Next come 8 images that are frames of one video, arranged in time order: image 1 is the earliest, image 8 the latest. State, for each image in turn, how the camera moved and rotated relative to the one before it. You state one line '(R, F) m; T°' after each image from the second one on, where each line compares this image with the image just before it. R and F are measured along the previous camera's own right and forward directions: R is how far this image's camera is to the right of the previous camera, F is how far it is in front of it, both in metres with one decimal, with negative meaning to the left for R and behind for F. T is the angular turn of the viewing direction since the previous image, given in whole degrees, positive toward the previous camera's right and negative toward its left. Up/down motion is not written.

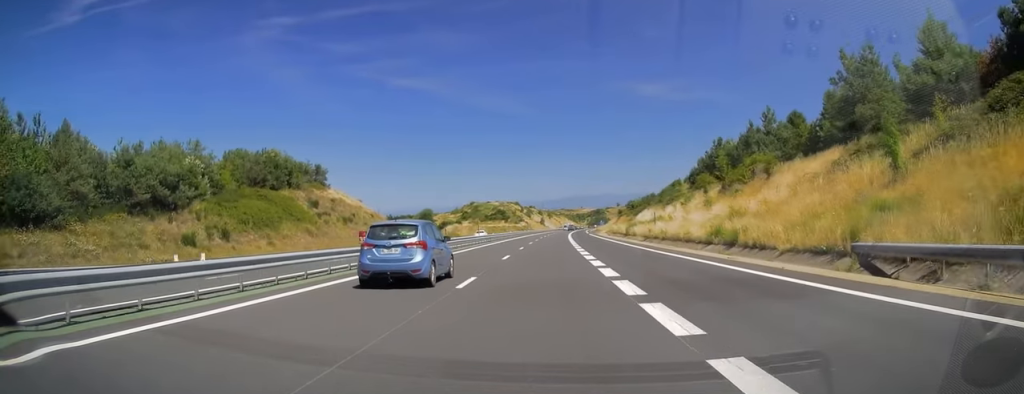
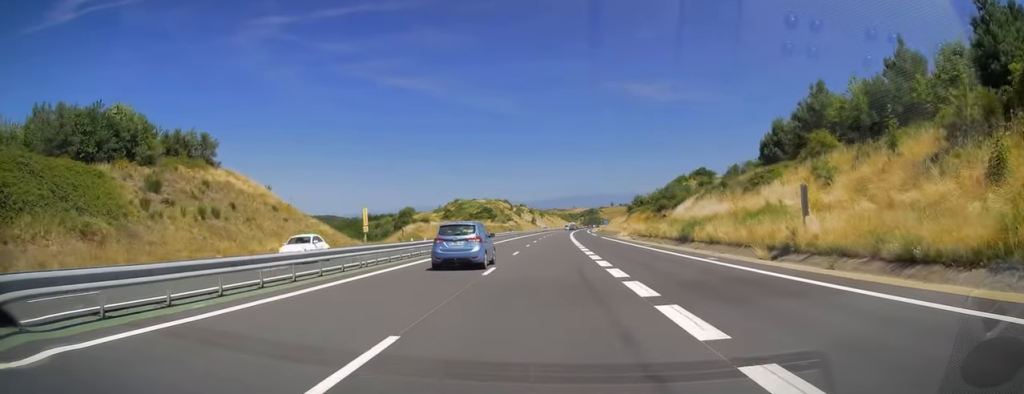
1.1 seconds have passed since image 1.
(+0.6, +35.2) m; +2°
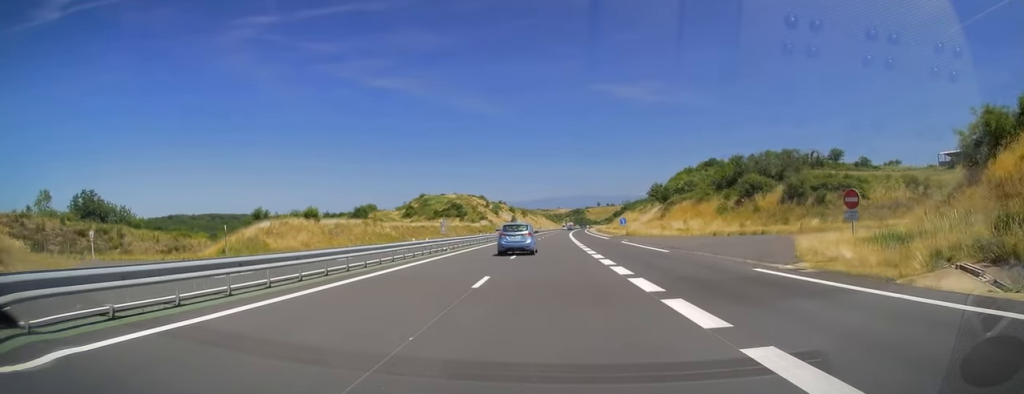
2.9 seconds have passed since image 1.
(+0.5, +56.2) m; +1°
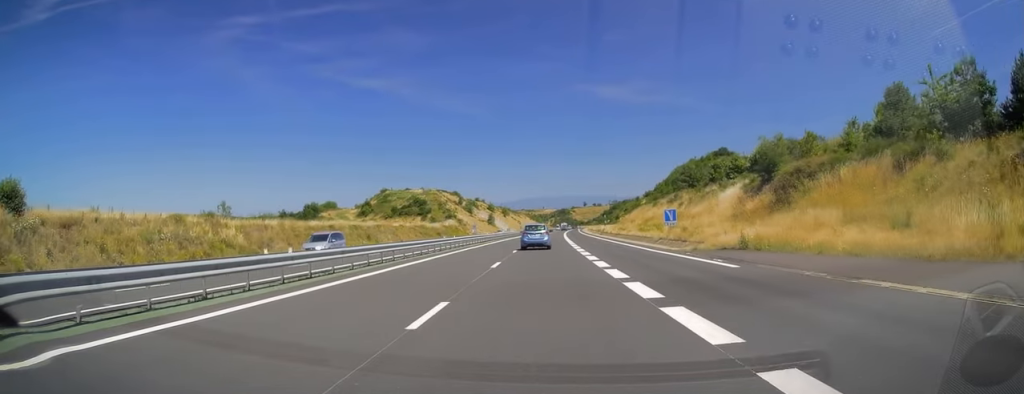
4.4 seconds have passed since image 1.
(+0.4, +44.8) m; +2°
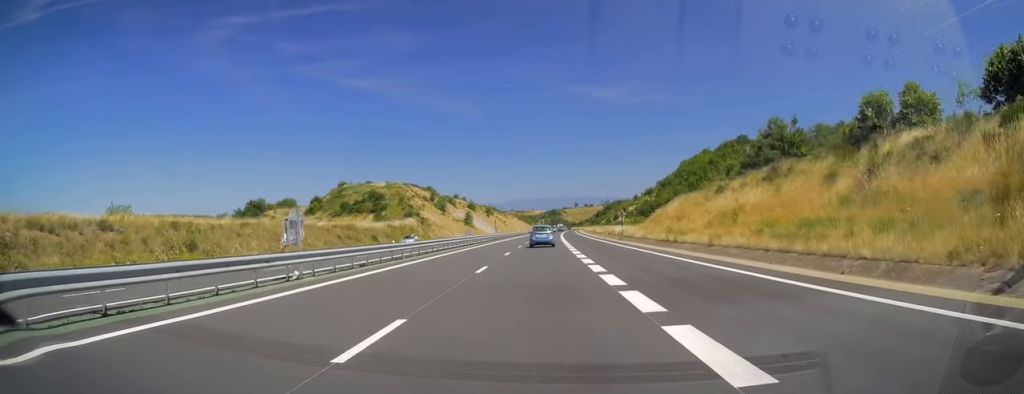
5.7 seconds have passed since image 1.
(+0.7, +41.0) m; +1°
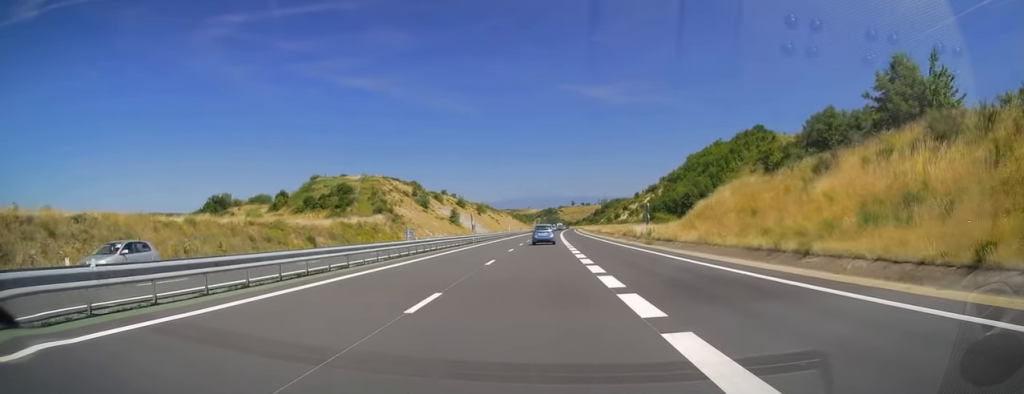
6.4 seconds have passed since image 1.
(0.0, +22.4) m; 0°
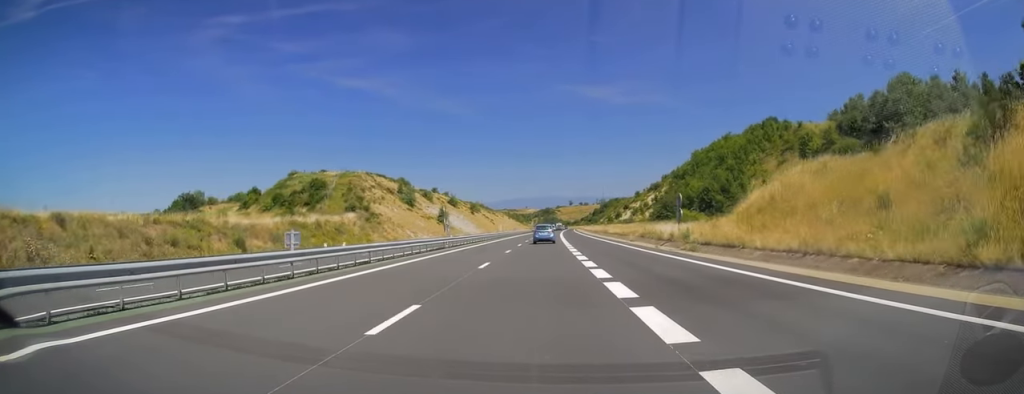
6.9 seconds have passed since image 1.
(0.0, +15.1) m; 0°
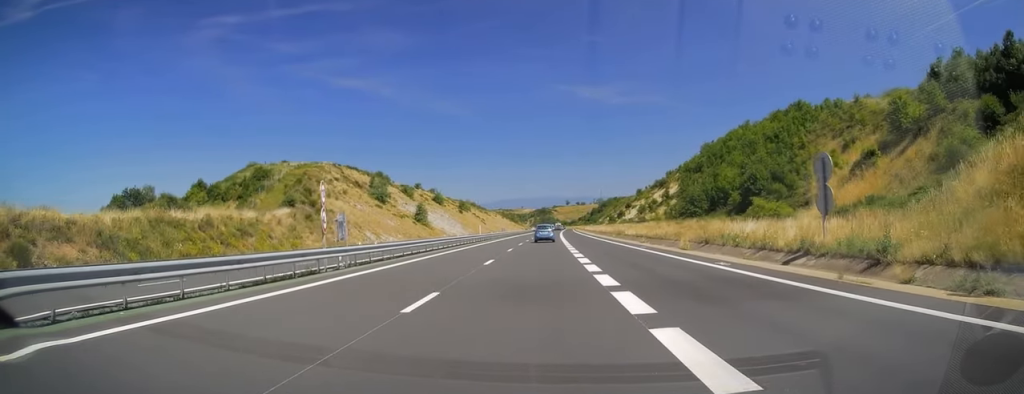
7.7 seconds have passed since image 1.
(-0.1, +23.9) m; +1°
